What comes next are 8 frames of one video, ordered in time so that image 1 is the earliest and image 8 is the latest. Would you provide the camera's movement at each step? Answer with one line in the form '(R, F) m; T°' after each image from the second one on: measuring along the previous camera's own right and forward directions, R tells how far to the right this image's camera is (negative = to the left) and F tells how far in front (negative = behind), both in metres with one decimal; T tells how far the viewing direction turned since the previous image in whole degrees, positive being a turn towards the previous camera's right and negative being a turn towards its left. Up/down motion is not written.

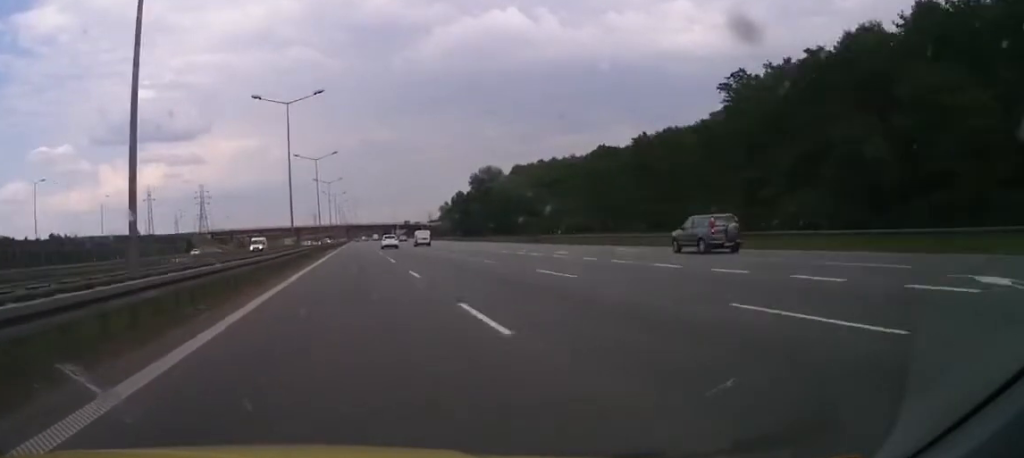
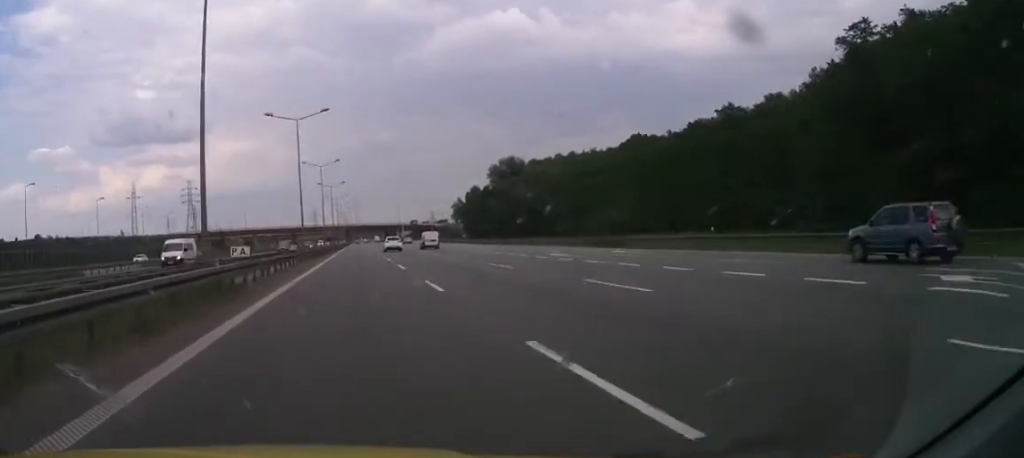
(0.0, +28.6) m; 0°
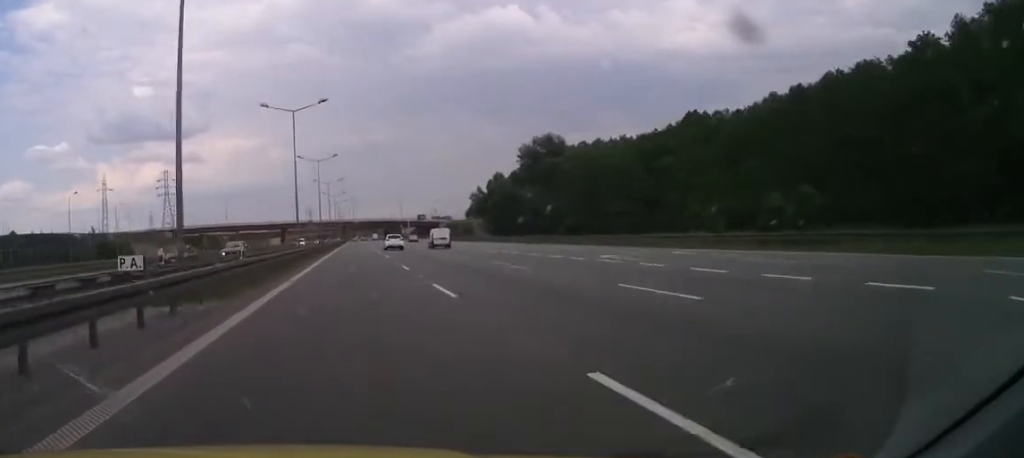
(0.0, +37.9) m; 0°
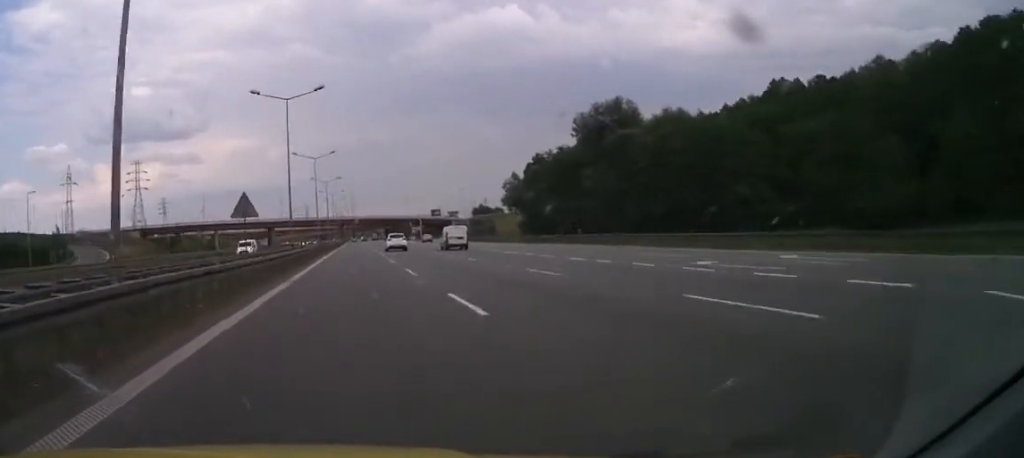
(0.0, +39.1) m; 0°
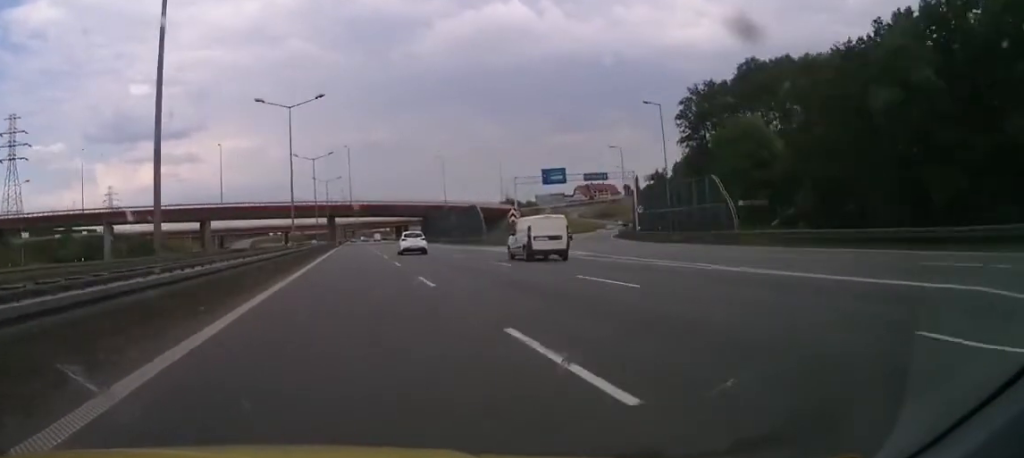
(+0.1, +100.8) m; 0°
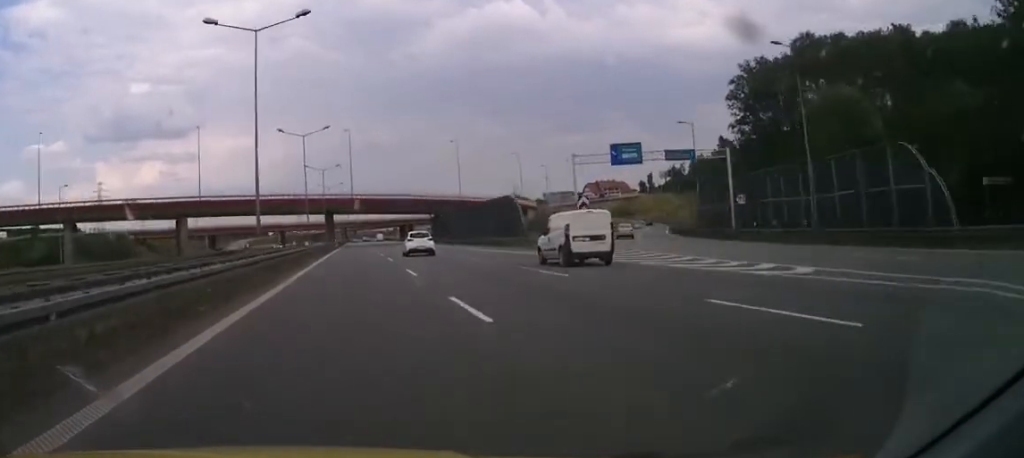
(0.0, +19.0) m; 0°
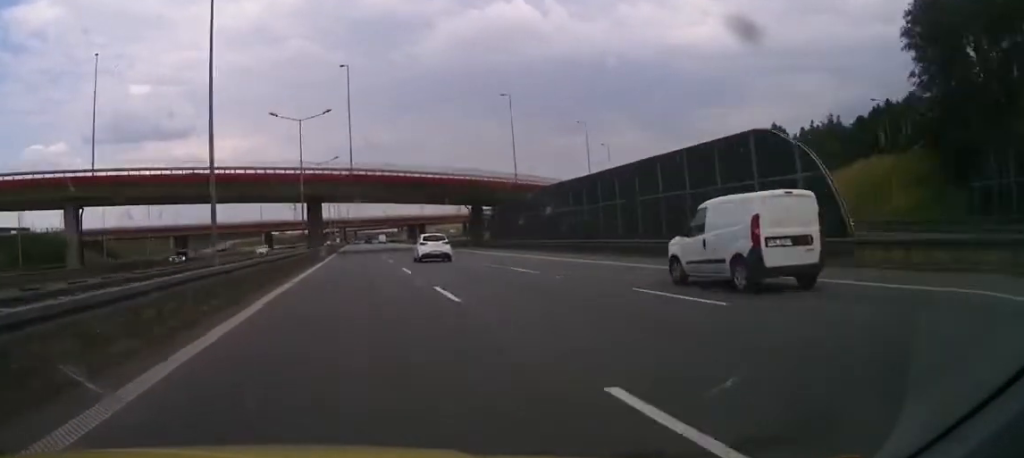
(-0.1, +44.7) m; 0°
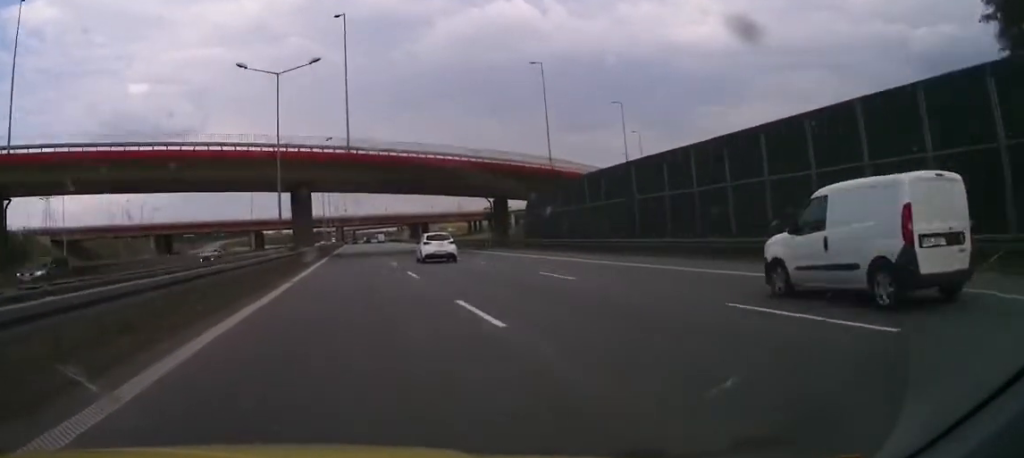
(0.0, +16.2) m; 0°
